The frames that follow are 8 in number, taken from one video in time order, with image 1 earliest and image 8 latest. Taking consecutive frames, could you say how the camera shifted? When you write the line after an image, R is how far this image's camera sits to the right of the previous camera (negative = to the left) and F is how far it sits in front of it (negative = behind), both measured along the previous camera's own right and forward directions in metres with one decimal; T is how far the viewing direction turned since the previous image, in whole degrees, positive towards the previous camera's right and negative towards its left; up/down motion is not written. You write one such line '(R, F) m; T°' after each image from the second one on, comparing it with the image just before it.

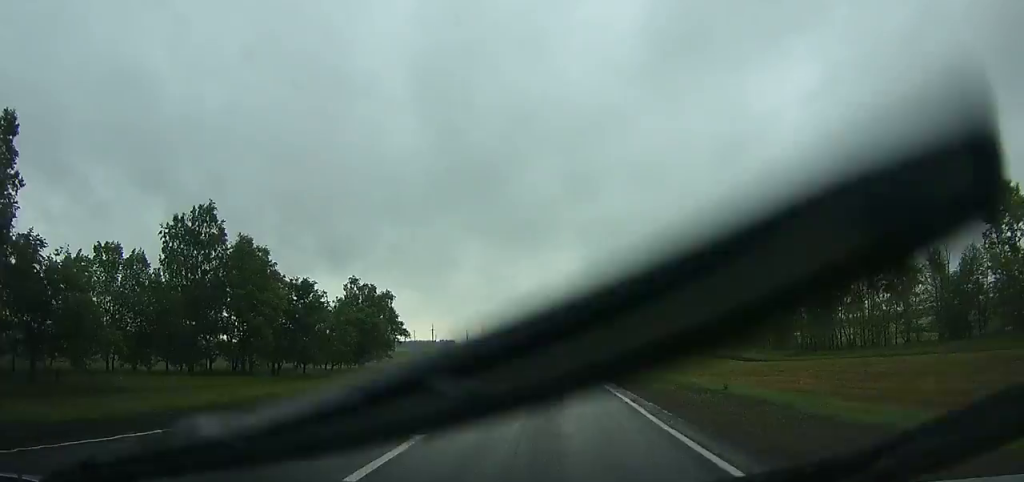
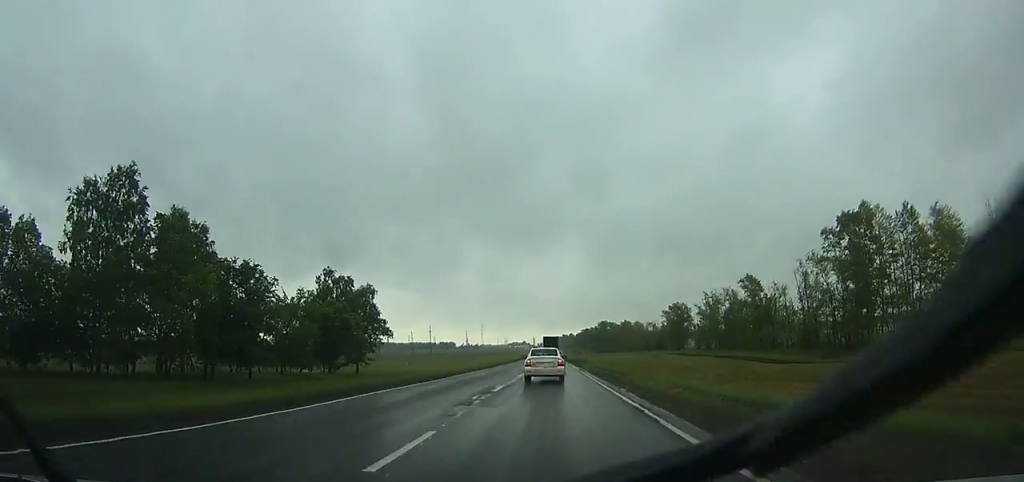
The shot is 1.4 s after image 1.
(0.0, +11.8) m; 0°
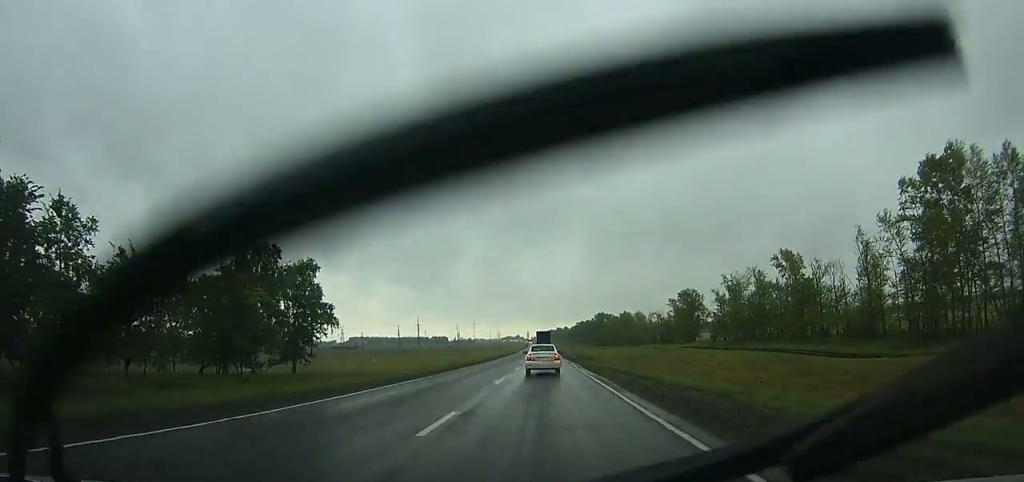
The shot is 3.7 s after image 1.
(0.0, +21.6) m; 0°
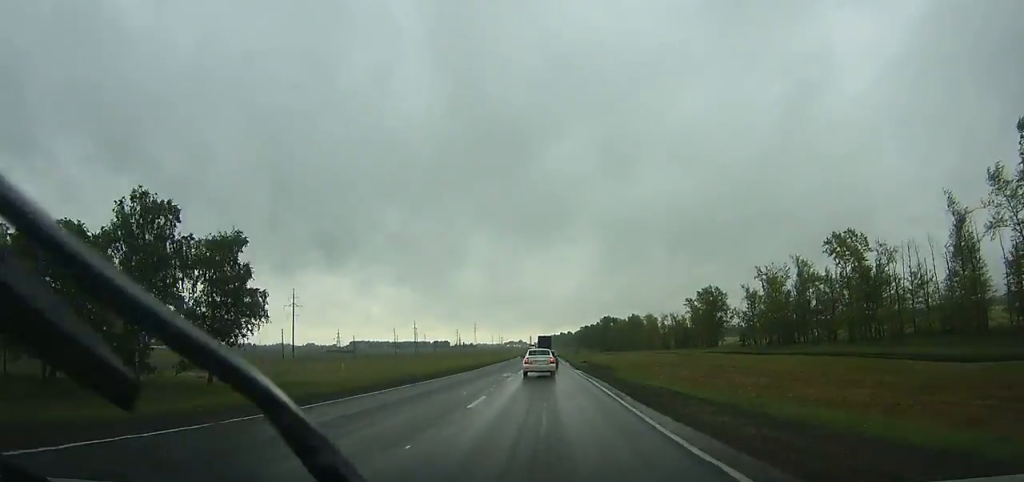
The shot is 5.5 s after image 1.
(0.0, +18.3) m; 0°
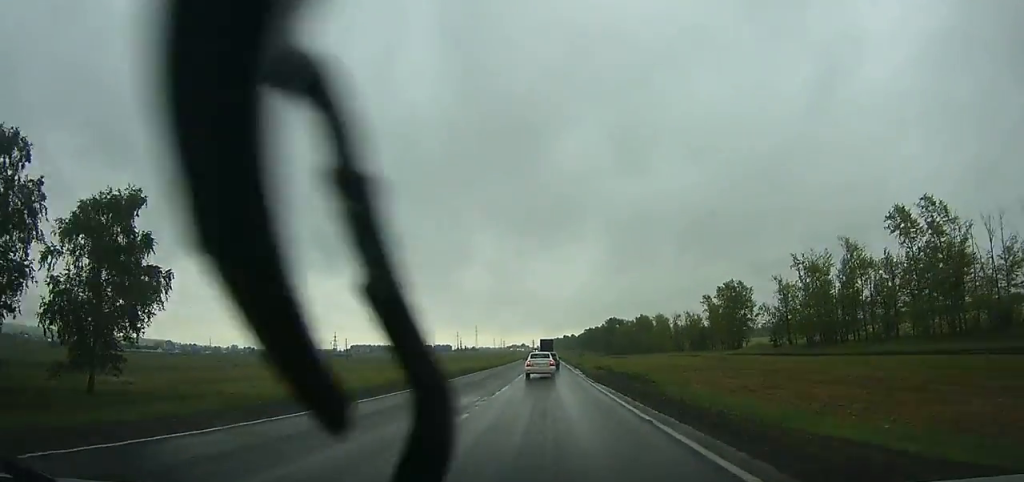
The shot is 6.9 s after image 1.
(-0.1, +16.3) m; 0°
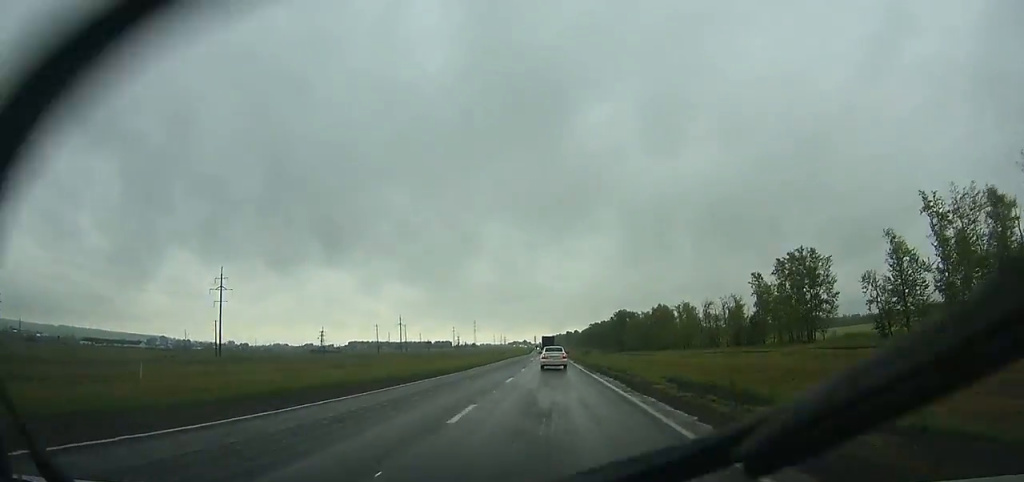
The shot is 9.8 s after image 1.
(-0.2, +35.4) m; -1°
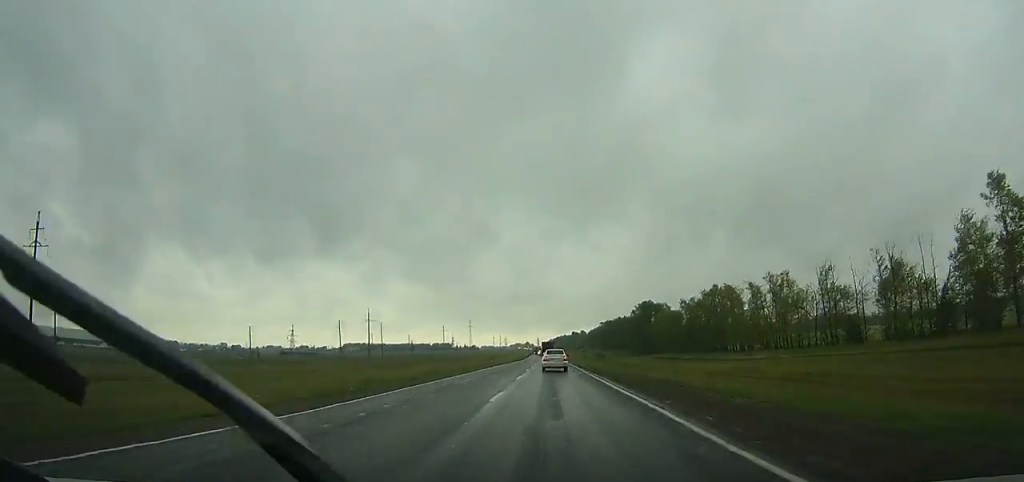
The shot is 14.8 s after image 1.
(-0.6, +67.4) m; -1°
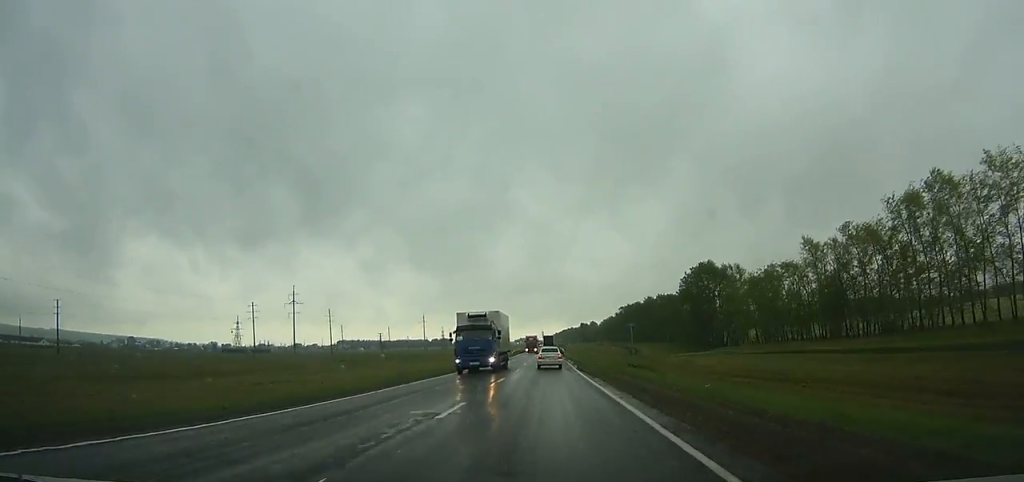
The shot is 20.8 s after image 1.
(+0.1, +88.7) m; 0°
